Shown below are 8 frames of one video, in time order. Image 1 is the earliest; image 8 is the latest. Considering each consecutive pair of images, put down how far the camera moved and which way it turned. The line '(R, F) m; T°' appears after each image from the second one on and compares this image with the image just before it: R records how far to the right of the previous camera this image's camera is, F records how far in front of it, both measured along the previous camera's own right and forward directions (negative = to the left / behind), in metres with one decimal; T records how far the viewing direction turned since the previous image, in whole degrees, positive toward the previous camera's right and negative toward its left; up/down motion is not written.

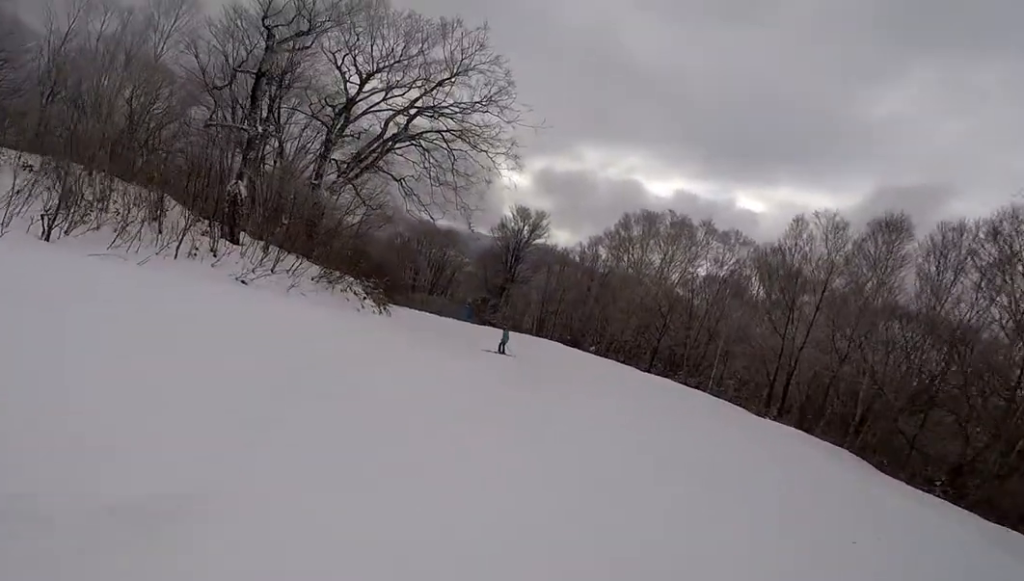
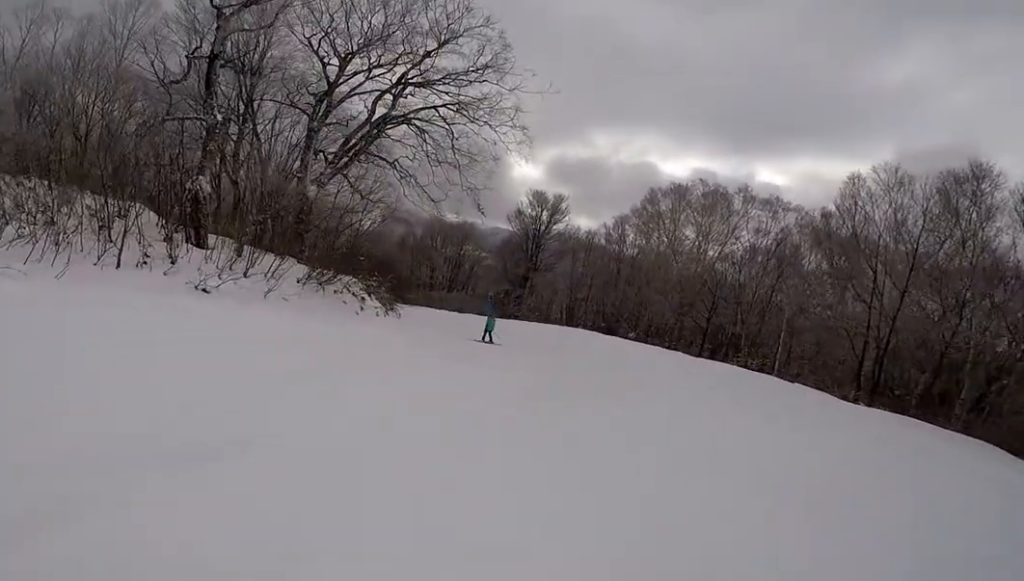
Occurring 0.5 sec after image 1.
(-0.1, +2.9) m; -2°
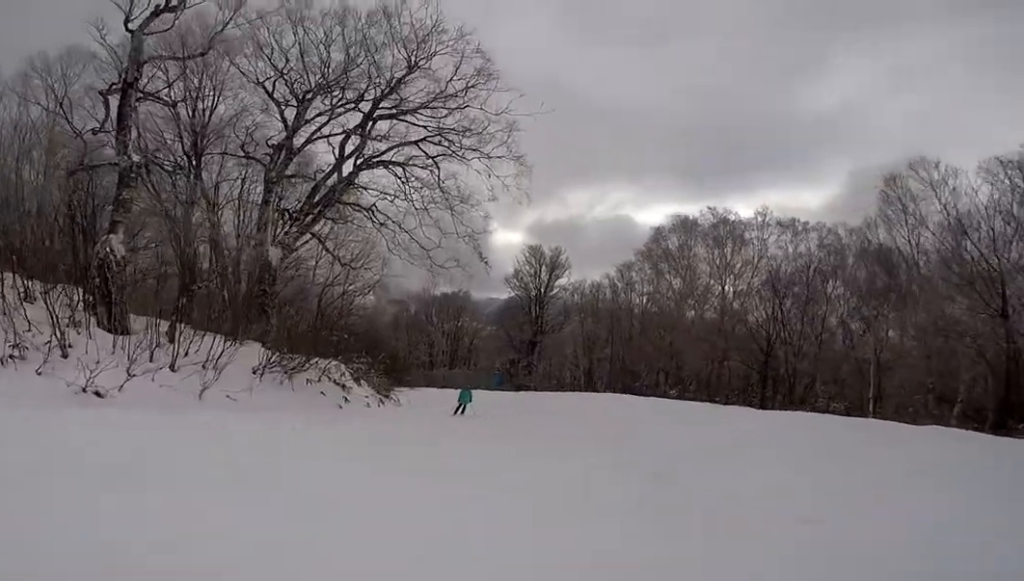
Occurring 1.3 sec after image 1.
(0.0, +4.0) m; +2°
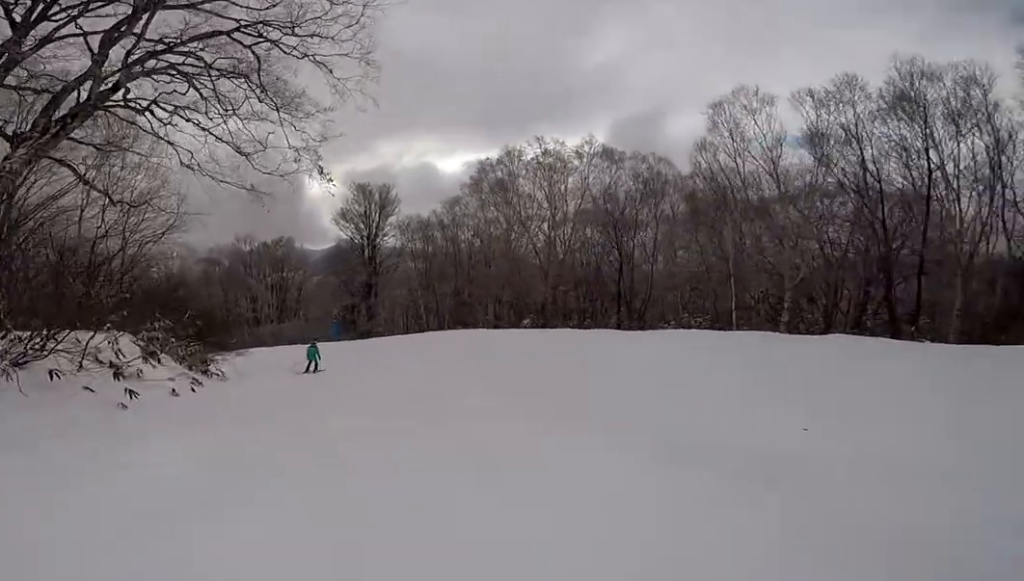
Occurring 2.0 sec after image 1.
(-0.1, +3.8) m; +10°
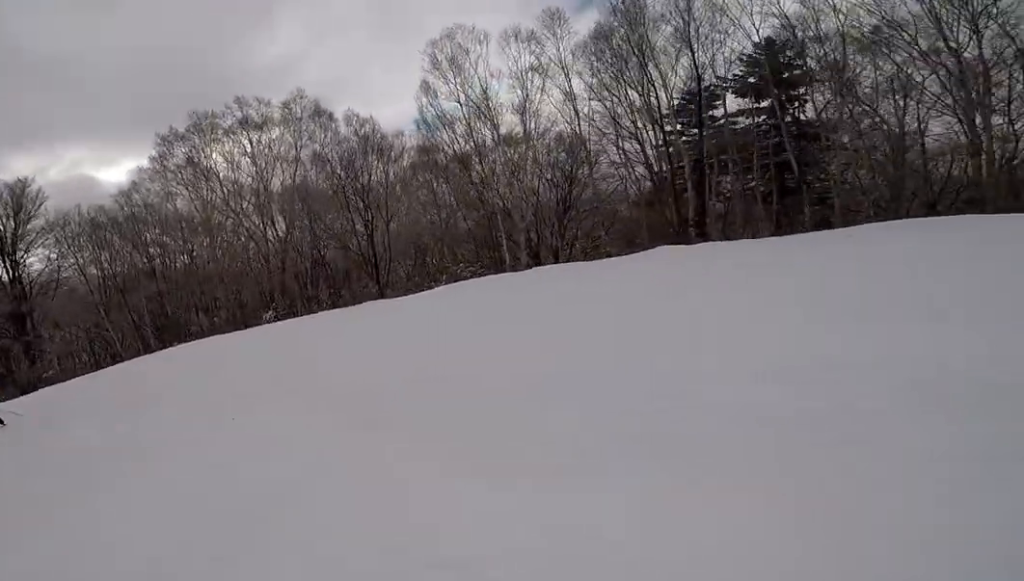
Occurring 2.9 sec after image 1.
(+1.0, +4.6) m; +15°
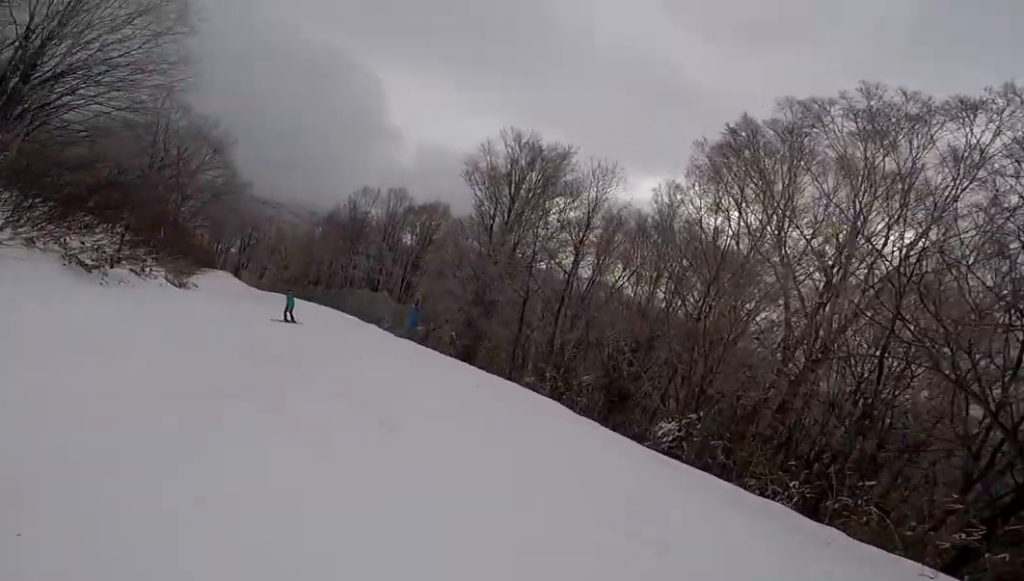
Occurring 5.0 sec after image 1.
(-0.4, +8.9) m; -36°
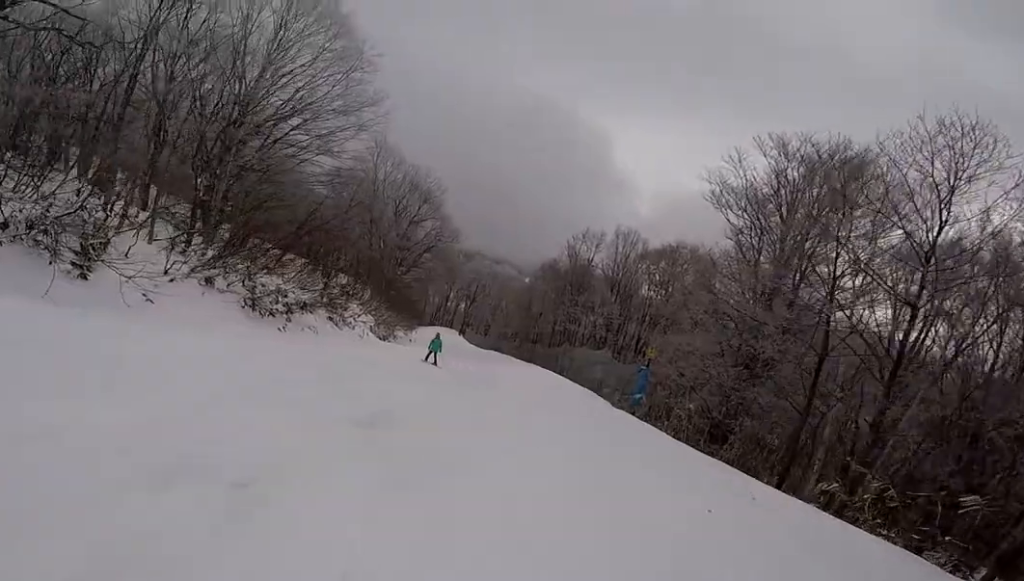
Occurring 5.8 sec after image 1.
(-1.3, +3.6) m; -28°
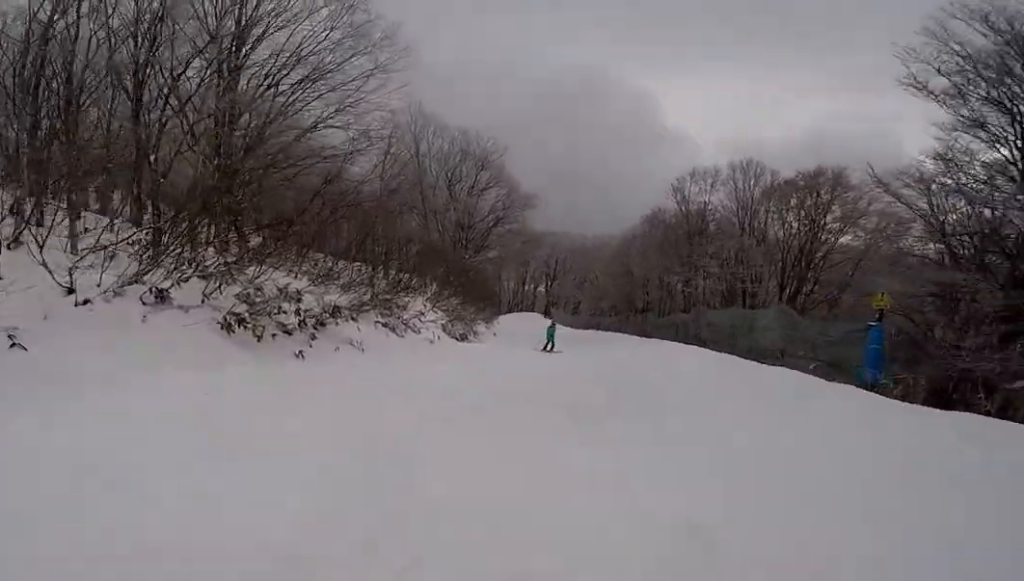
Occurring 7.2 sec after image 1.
(-1.8, +6.6) m; -15°
